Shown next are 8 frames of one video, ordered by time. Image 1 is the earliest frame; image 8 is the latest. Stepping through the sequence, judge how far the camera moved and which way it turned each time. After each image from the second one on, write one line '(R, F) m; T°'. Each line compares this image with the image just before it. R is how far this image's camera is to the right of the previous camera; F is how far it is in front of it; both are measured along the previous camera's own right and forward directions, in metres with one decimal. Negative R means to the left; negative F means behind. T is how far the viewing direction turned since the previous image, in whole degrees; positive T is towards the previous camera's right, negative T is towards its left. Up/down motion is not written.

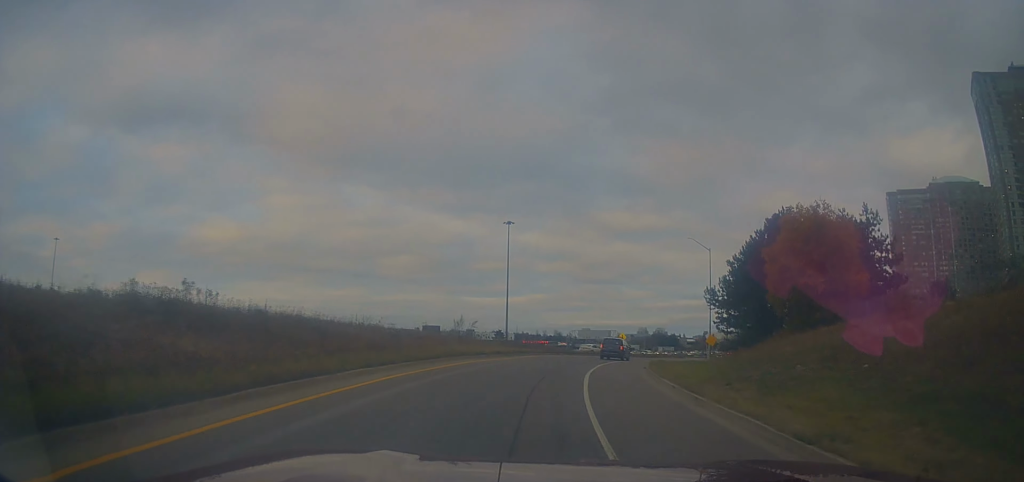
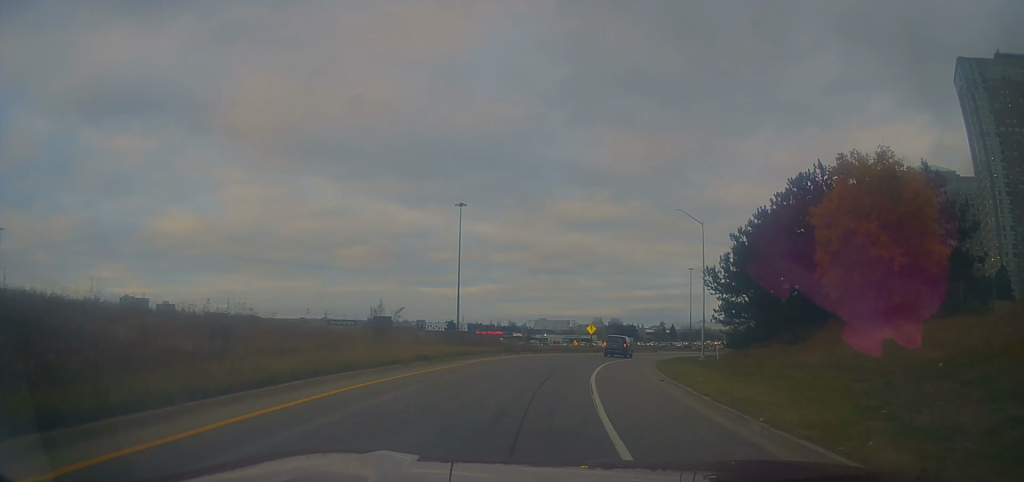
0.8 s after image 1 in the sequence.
(+0.6, +12.4) m; +6°
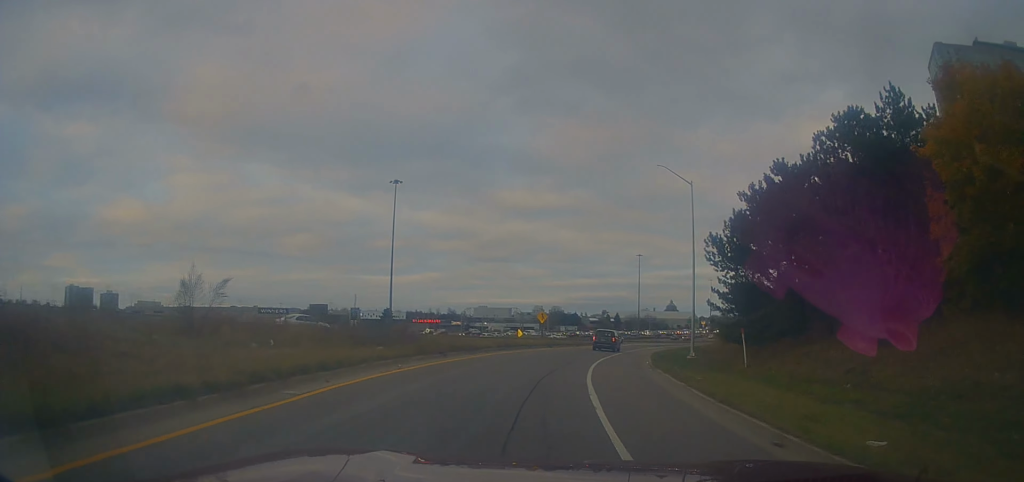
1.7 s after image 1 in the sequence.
(+0.6, +12.8) m; +6°
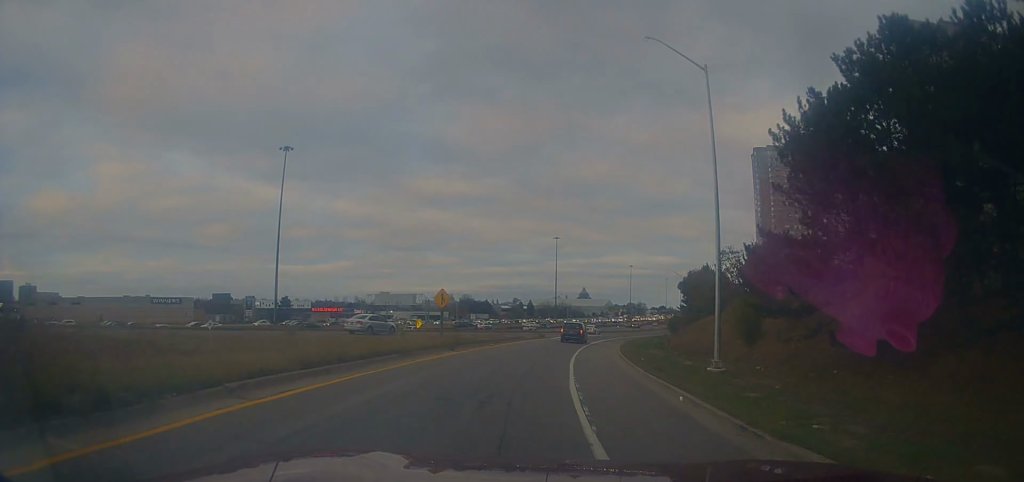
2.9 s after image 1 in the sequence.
(+1.5, +19.7) m; +9°
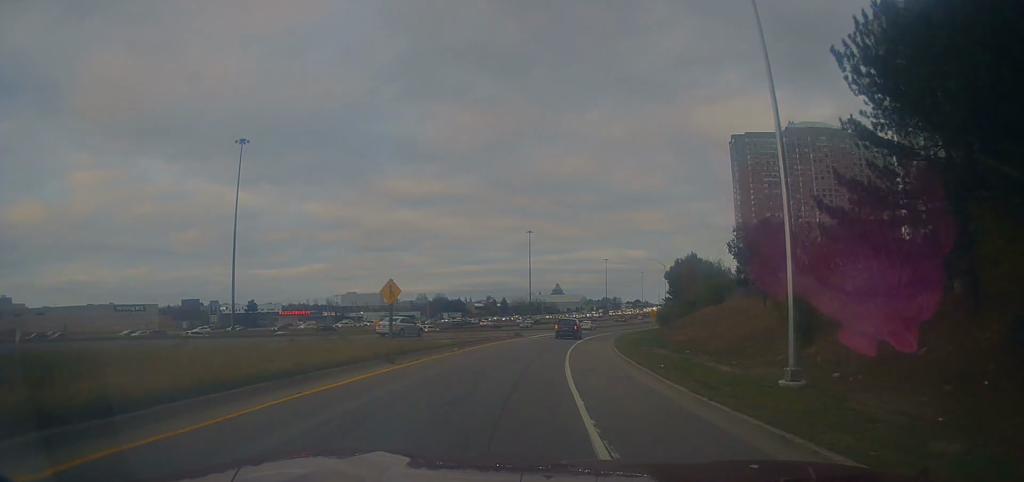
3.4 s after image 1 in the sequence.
(-0.1, +8.2) m; +4°
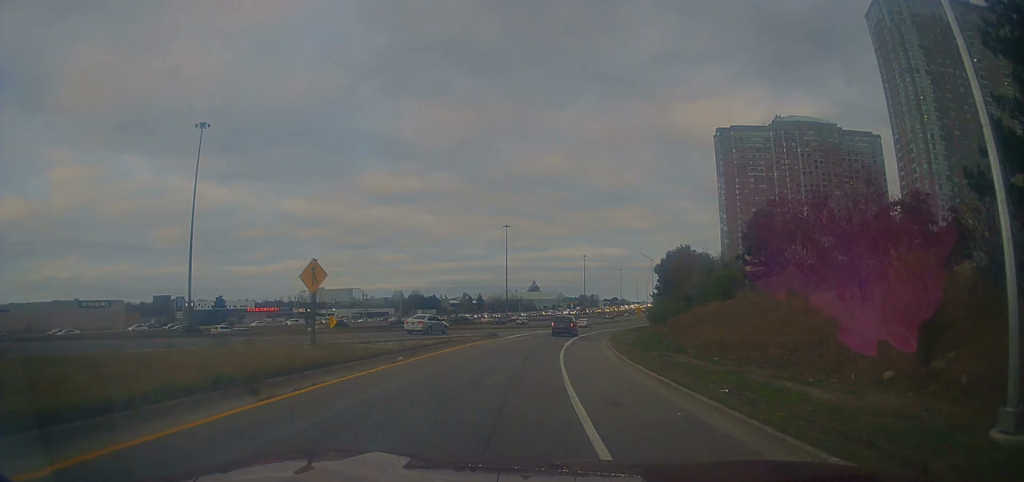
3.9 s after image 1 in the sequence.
(+0.7, +8.3) m; +4°
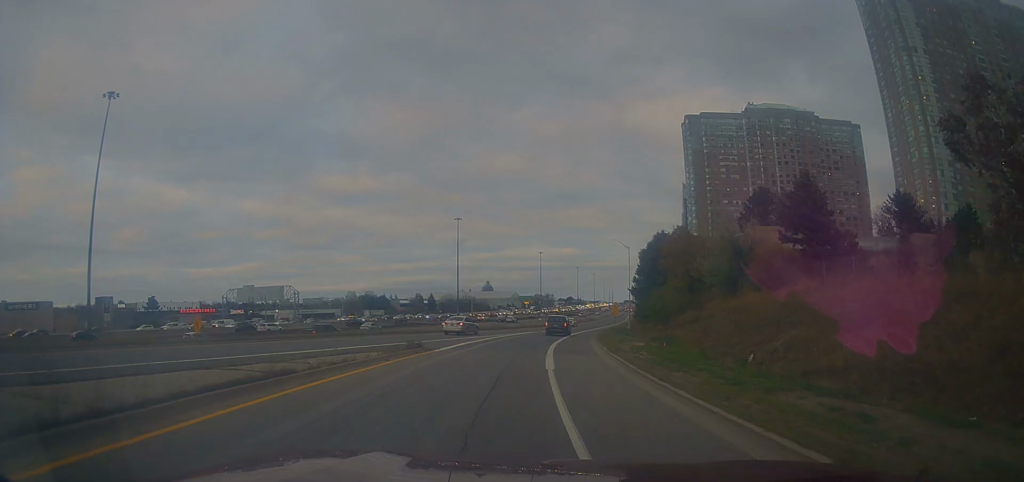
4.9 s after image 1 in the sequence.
(+1.1, +17.6) m; +3°
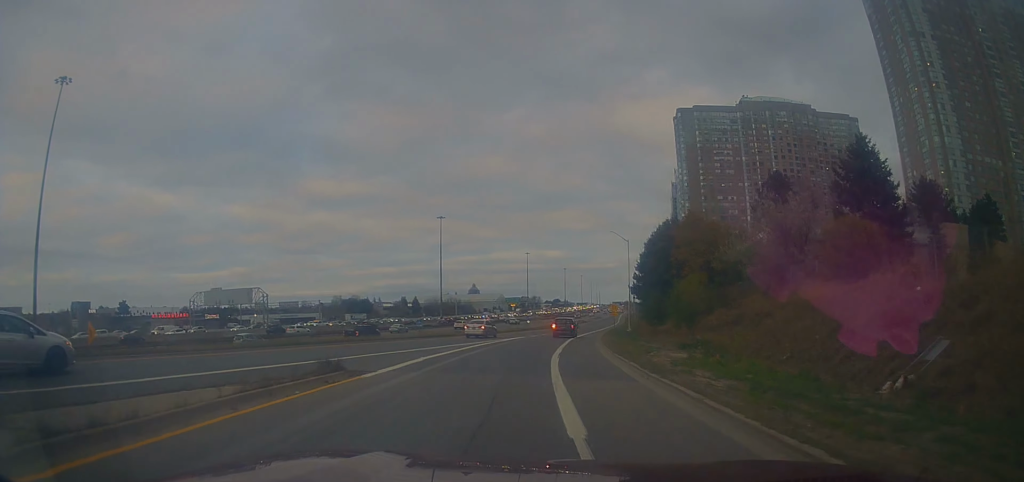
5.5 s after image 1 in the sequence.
(+0.2, +9.9) m; 0°
